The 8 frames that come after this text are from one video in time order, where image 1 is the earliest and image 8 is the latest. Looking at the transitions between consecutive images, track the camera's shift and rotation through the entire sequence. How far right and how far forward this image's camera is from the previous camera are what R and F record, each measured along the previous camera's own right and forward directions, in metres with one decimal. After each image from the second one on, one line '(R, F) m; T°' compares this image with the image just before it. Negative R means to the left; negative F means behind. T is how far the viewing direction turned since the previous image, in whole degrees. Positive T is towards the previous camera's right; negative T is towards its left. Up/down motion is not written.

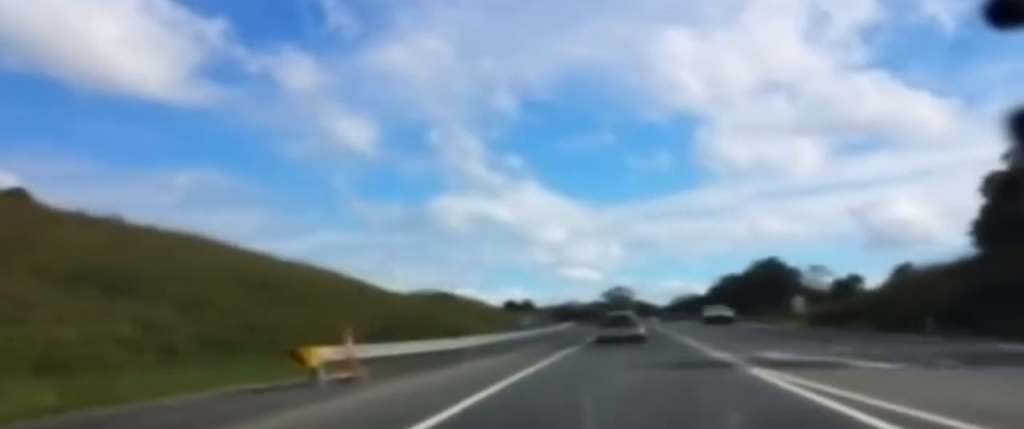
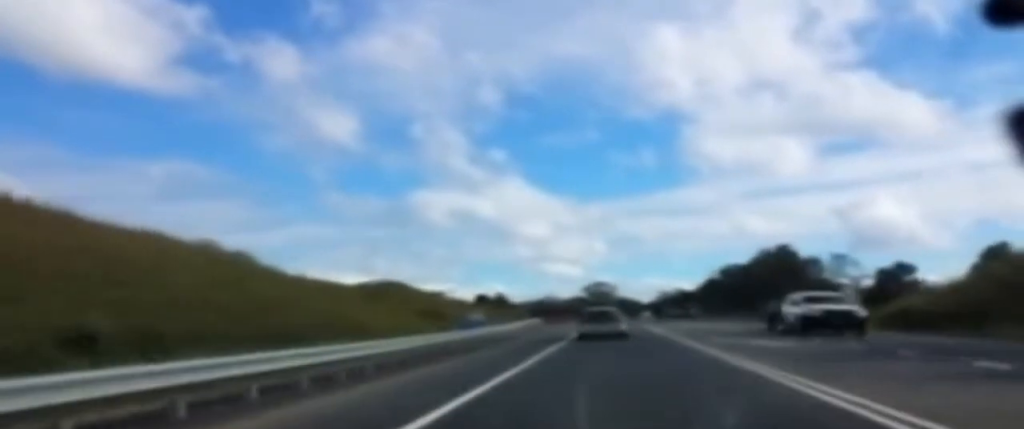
(0.0, +22.2) m; 0°
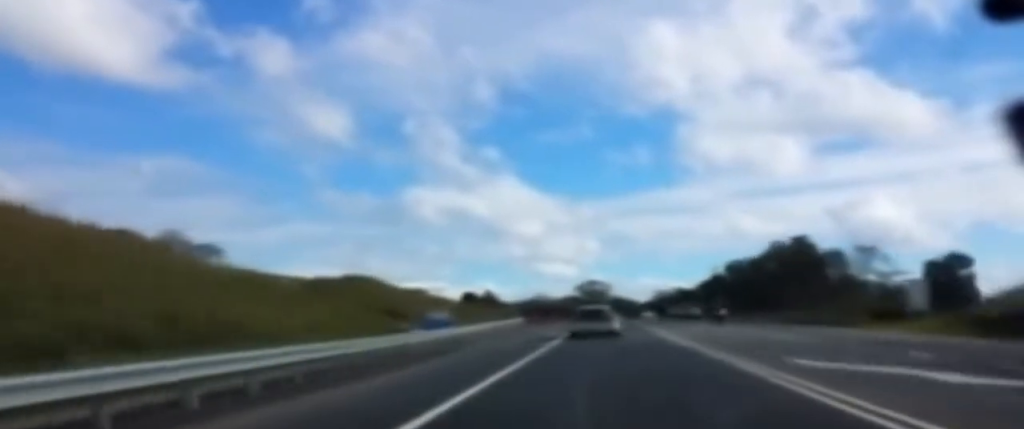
(0.0, +13.0) m; 0°
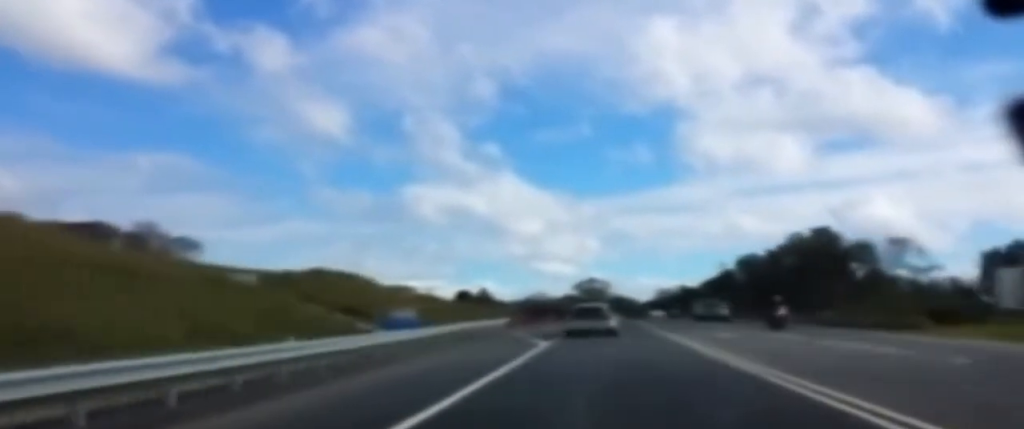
(+0.1, +9.9) m; 0°
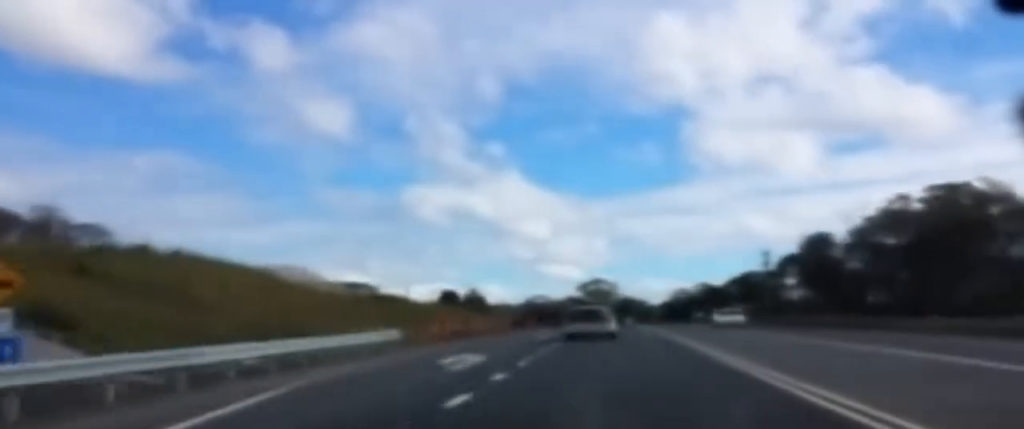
(-0.3, +33.3) m; 0°
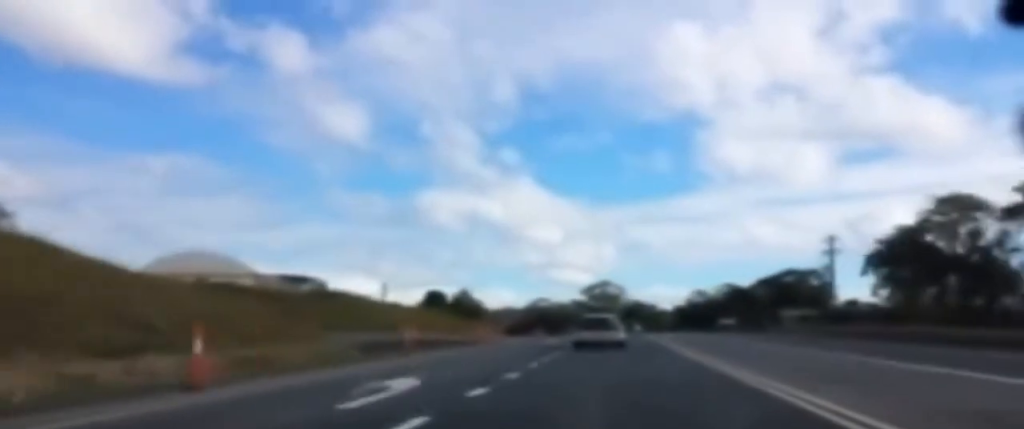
(+0.4, +30.1) m; 0°
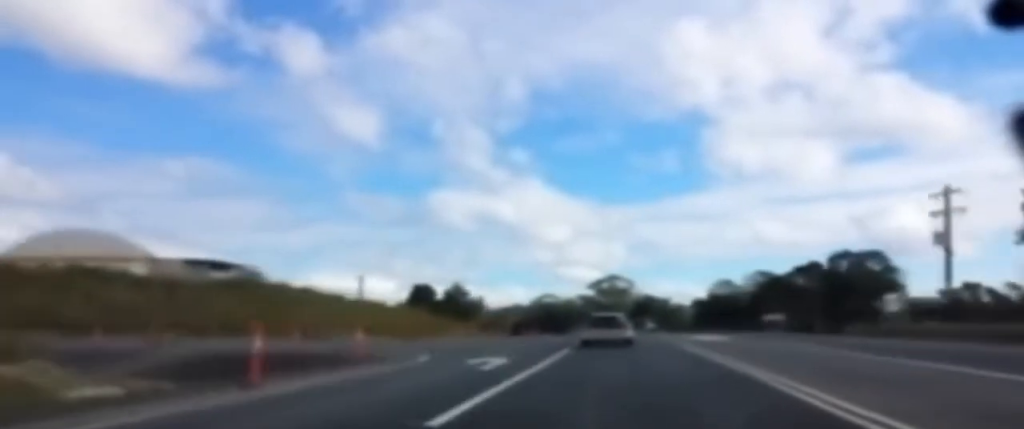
(0.0, +26.5) m; -1°
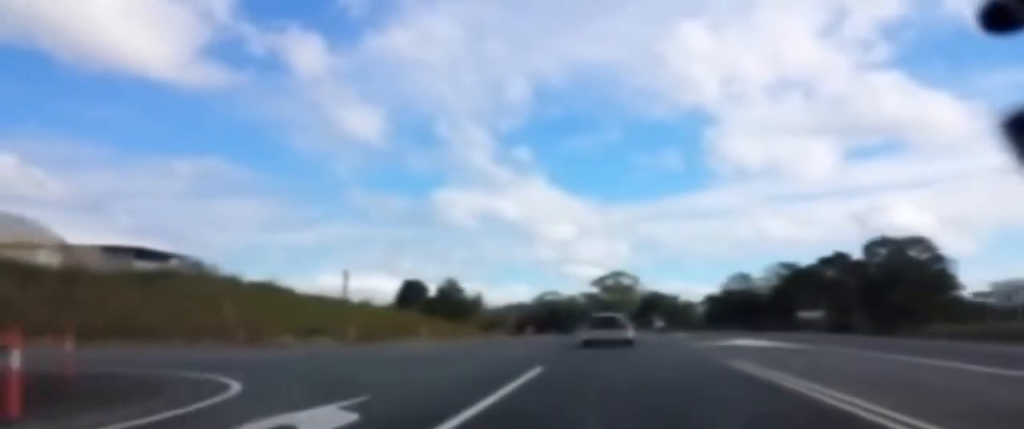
(0.0, +13.7) m; -1°
